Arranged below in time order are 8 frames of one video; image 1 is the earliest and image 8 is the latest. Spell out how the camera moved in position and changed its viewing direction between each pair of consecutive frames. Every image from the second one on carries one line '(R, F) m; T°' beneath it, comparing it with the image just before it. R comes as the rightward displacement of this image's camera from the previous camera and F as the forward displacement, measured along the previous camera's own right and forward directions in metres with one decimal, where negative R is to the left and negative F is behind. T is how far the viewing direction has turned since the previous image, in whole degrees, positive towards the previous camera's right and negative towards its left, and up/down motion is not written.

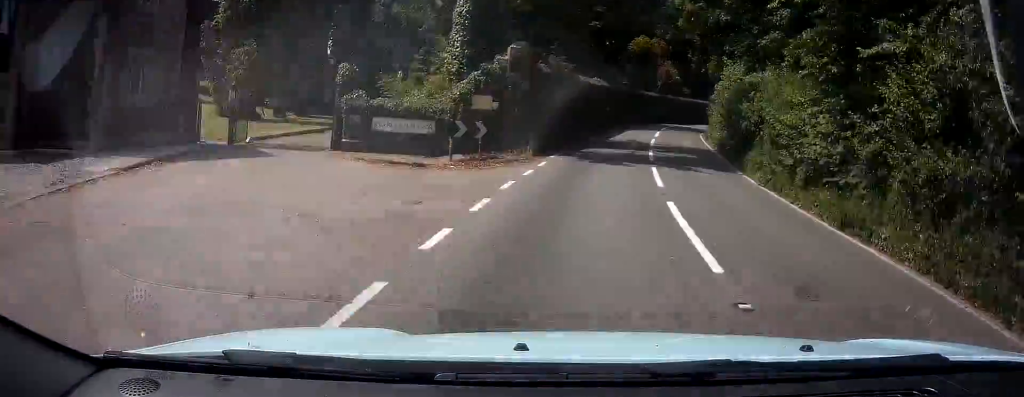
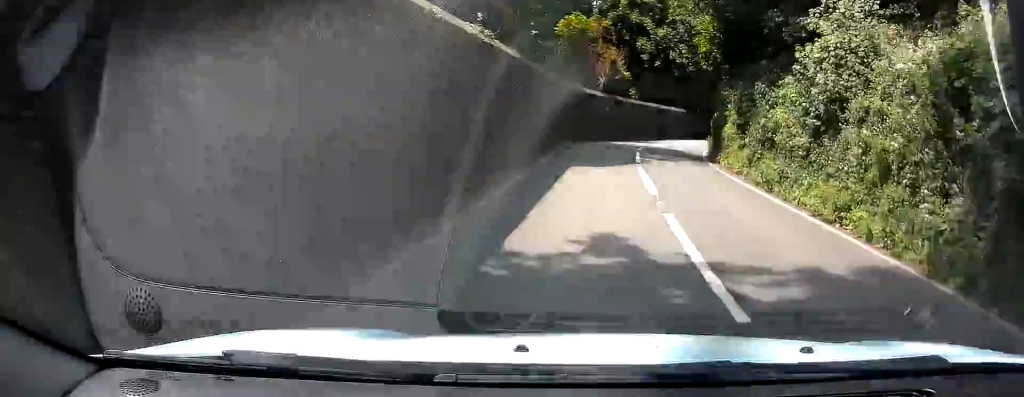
(+0.9, +19.8) m; +5°
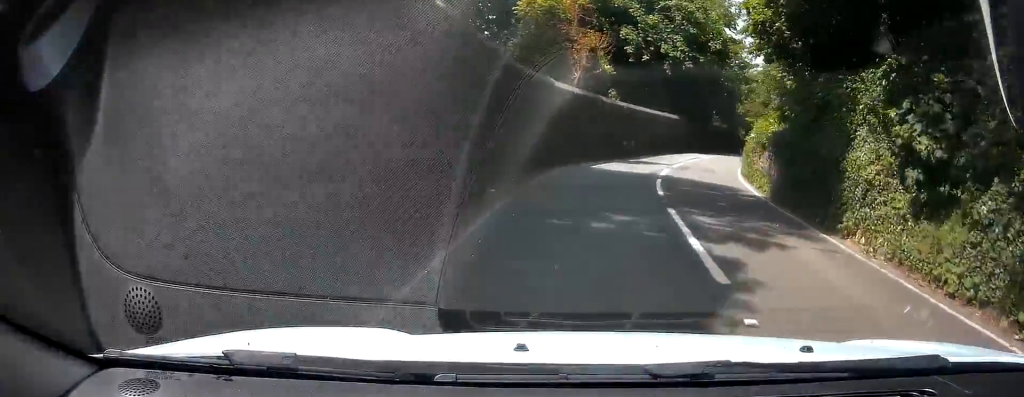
(+0.1, +11.6) m; +7°
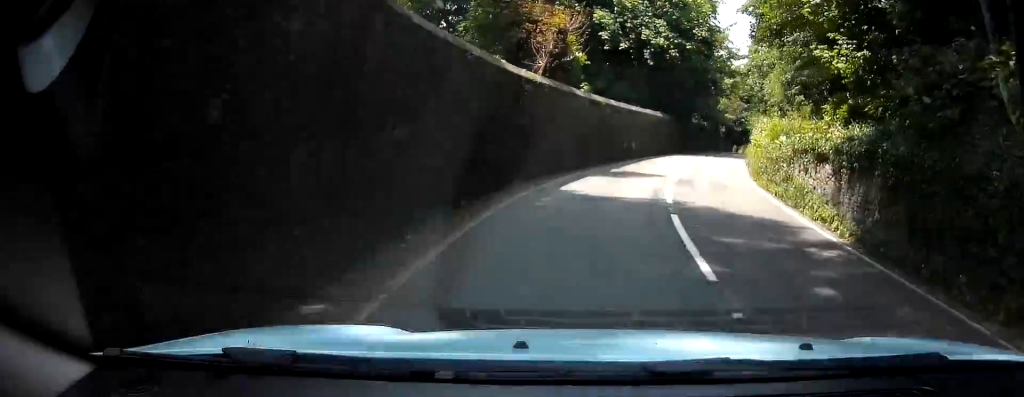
(+0.6, +6.0) m; +5°
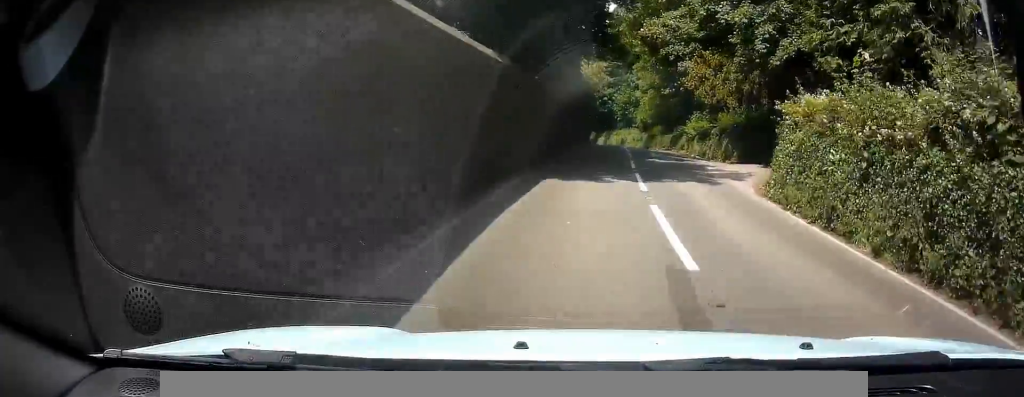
(+3.0, +23.2) m; +11°
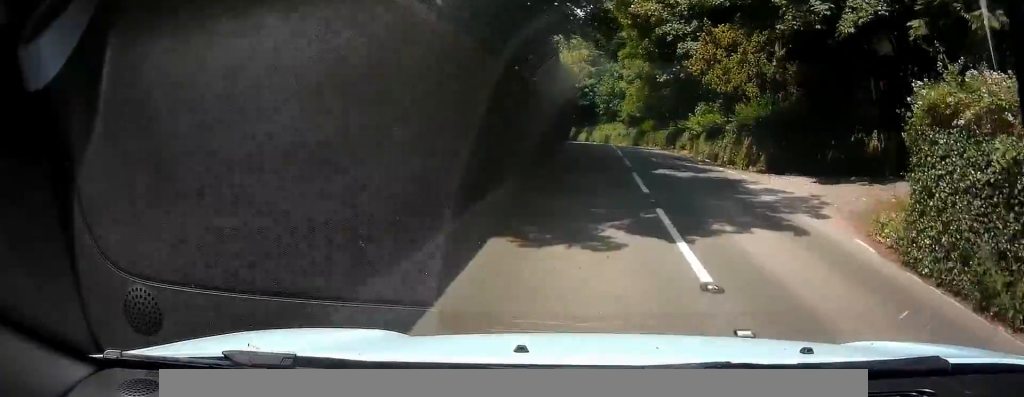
(-0.1, +6.0) m; +1°
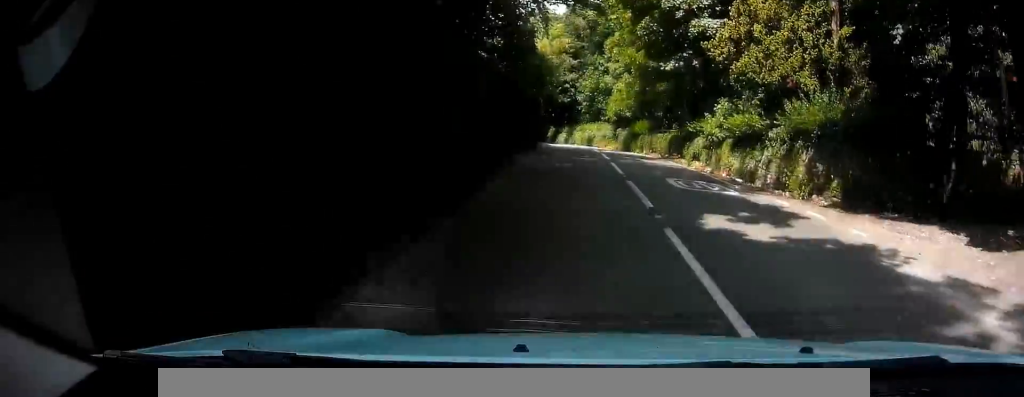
(+0.1, +6.7) m; +1°
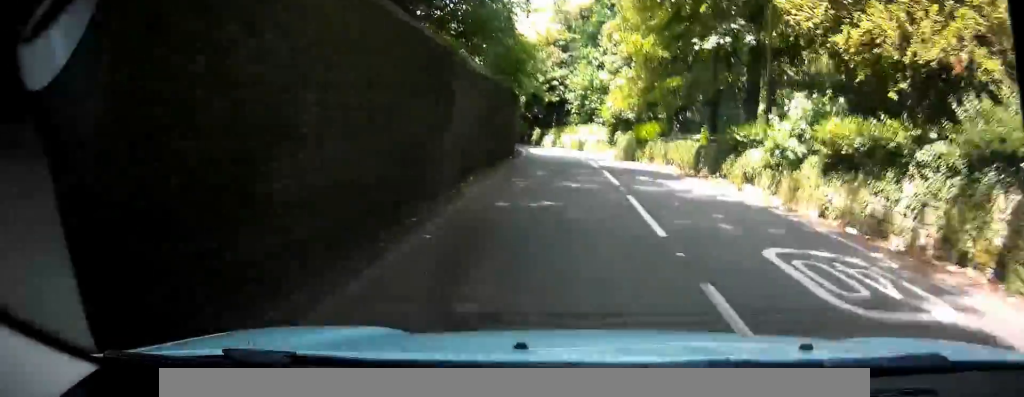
(+0.1, +7.4) m; +2°
